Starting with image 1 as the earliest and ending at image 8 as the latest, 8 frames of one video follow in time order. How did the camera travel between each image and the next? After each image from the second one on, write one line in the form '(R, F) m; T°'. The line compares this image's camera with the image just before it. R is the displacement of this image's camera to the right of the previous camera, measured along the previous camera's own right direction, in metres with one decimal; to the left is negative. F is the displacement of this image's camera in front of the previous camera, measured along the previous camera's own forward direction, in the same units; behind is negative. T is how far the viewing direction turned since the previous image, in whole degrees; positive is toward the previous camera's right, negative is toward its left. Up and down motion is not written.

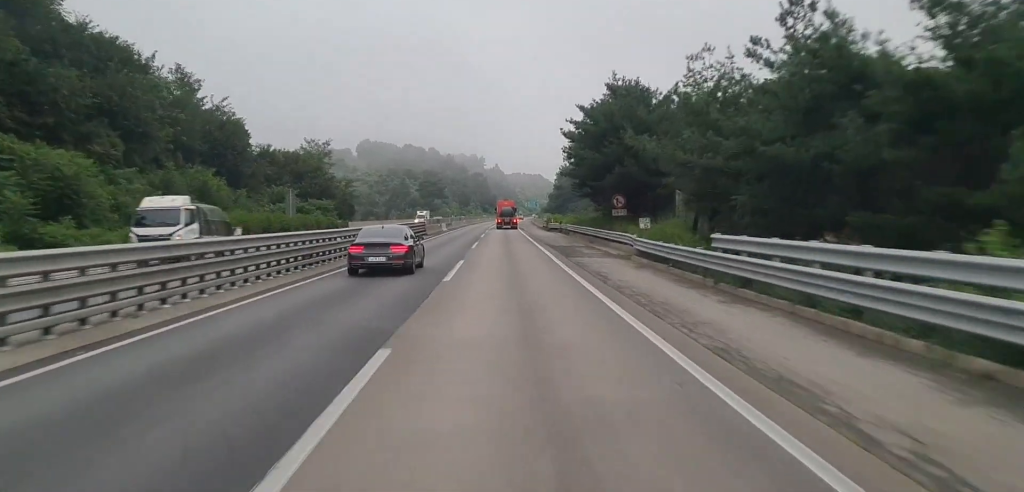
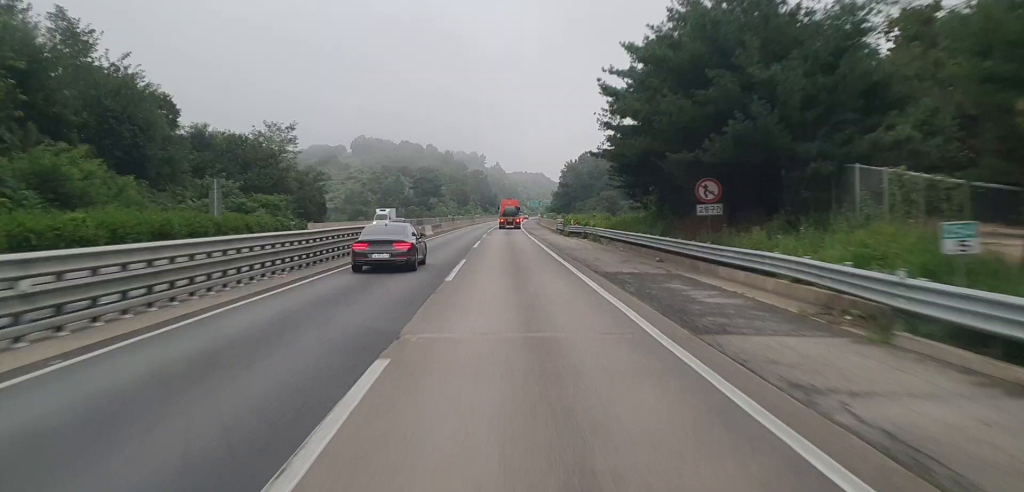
(0.0, +20.8) m; 0°
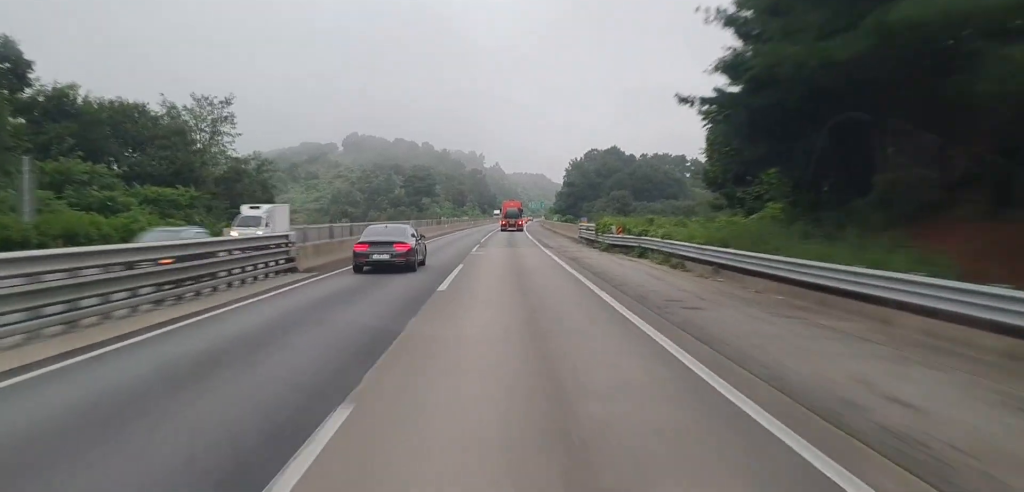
(0.0, +22.6) m; 0°
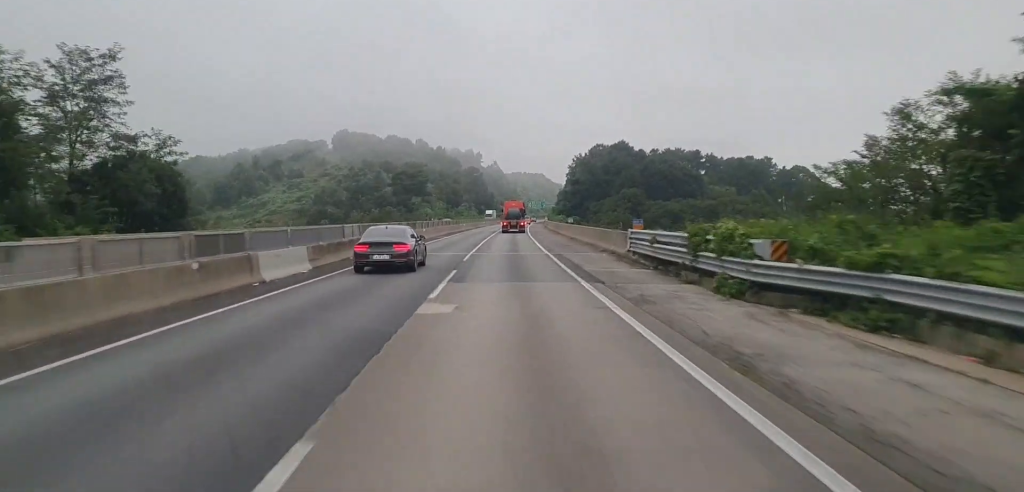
(0.0, +21.6) m; 0°
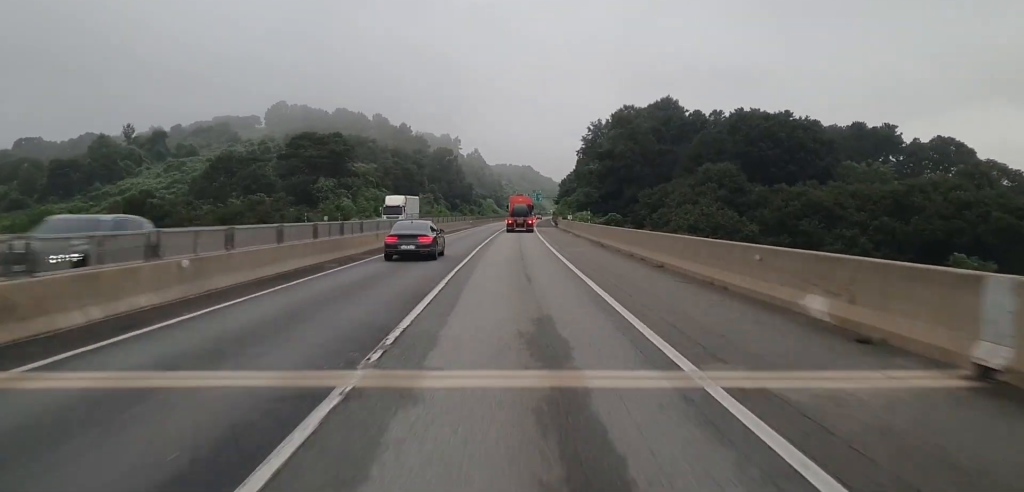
(+1.0, +89.0) m; +1°
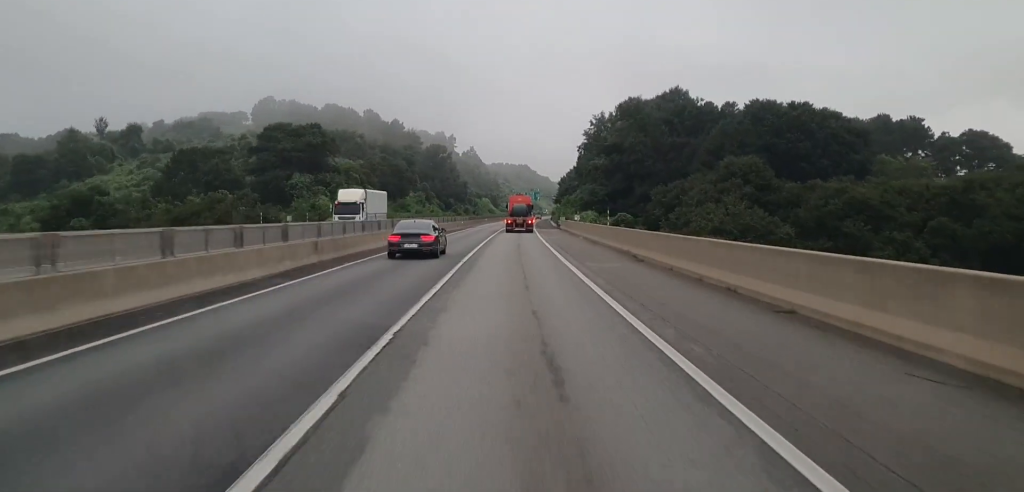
(+0.1, +12.0) m; +1°
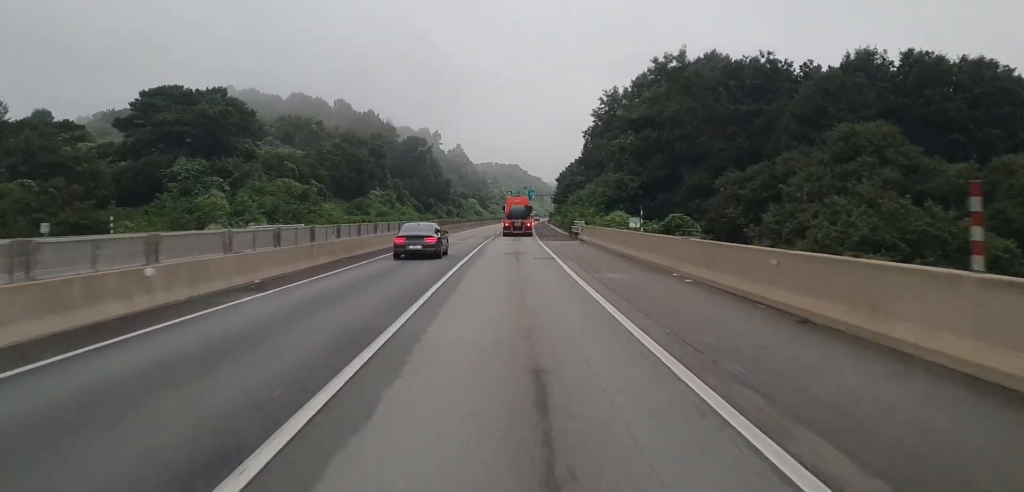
(+0.6, +34.1) m; +1°
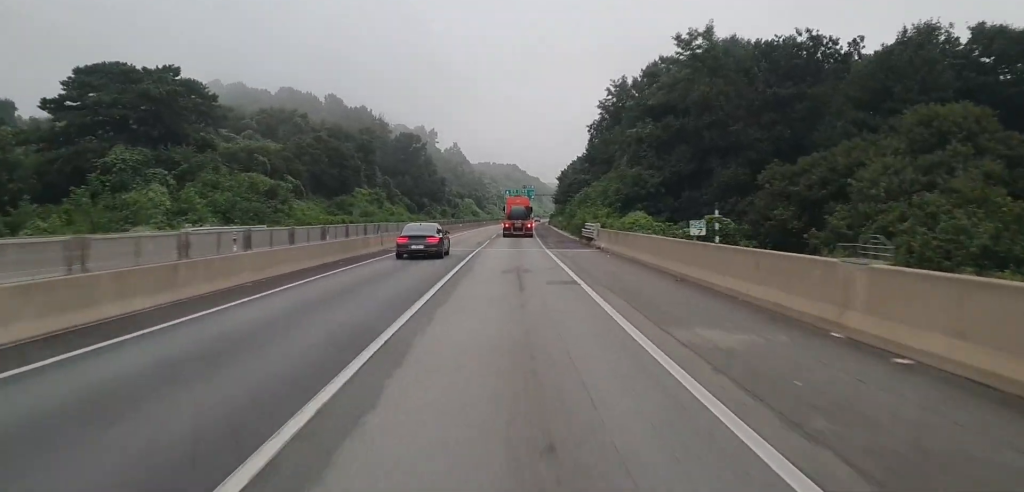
(0.0, +11.1) m; 0°
